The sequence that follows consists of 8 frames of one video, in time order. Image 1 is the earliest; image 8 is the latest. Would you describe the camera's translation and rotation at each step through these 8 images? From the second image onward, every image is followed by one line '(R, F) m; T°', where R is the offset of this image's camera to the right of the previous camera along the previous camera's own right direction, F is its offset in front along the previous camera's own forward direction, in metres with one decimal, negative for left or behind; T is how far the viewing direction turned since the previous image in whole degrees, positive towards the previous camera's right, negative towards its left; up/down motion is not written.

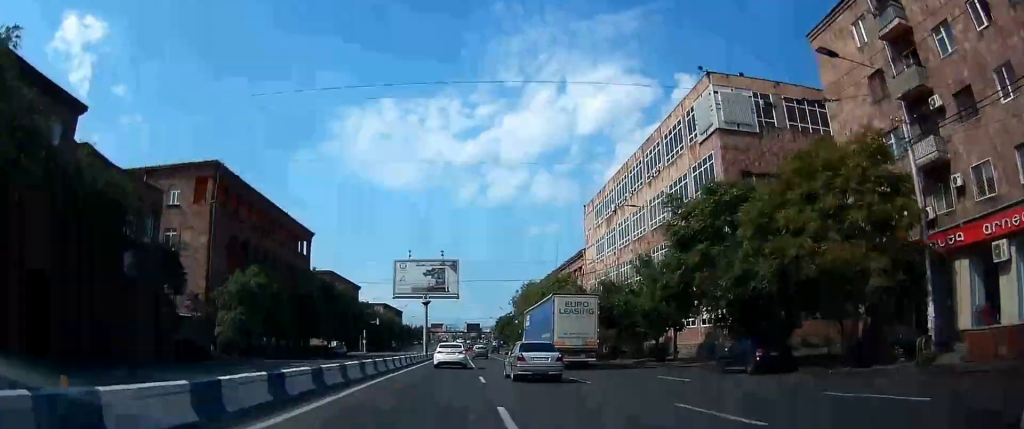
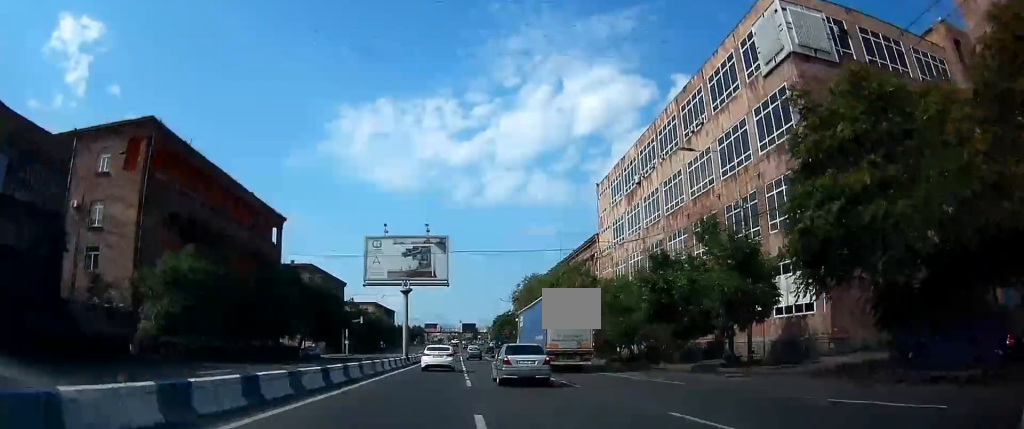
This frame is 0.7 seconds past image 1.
(+0.2, +12.4) m; +2°
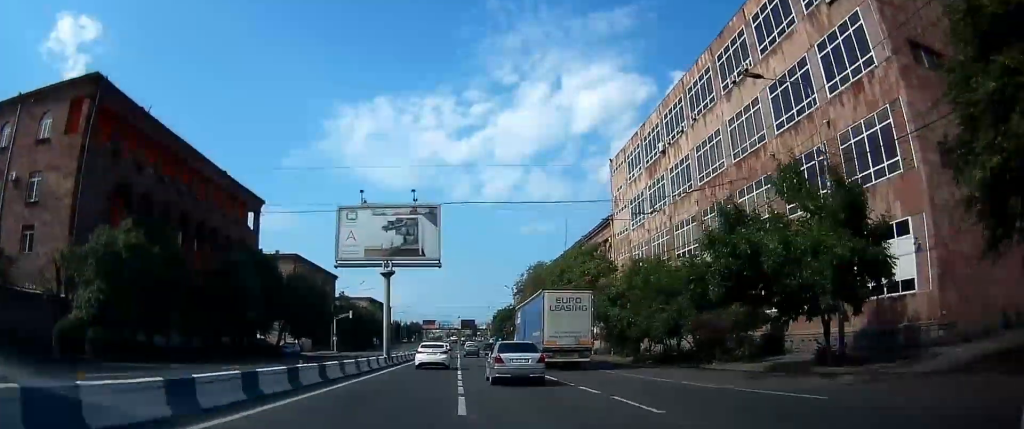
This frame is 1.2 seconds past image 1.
(+0.1, +8.6) m; +1°
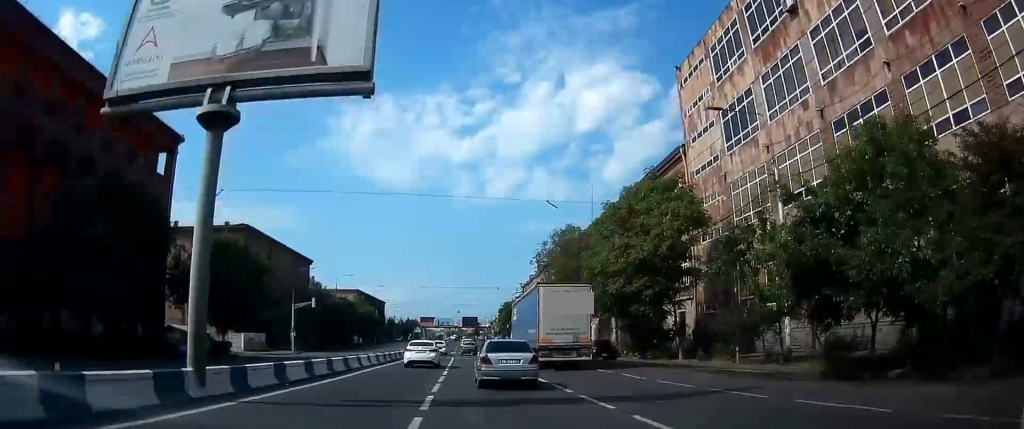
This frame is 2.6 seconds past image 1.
(-0.2, +26.6) m; -1°
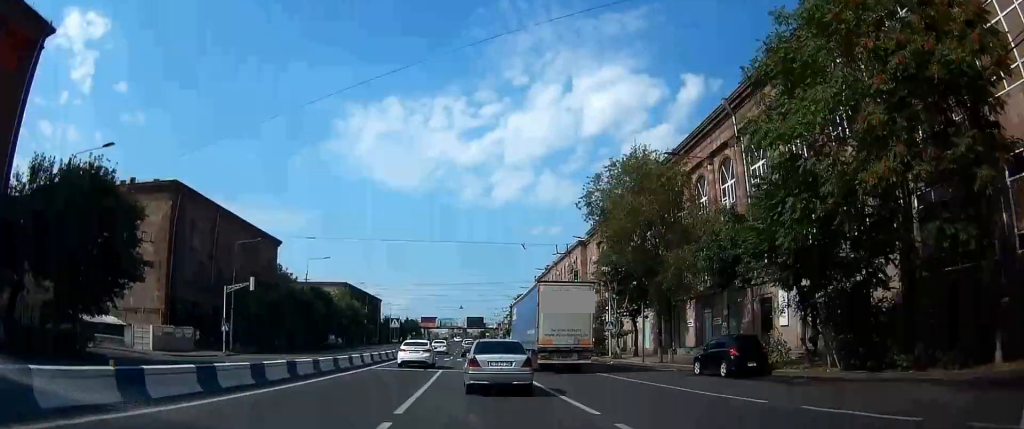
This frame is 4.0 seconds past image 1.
(+0.2, +23.5) m; +1°
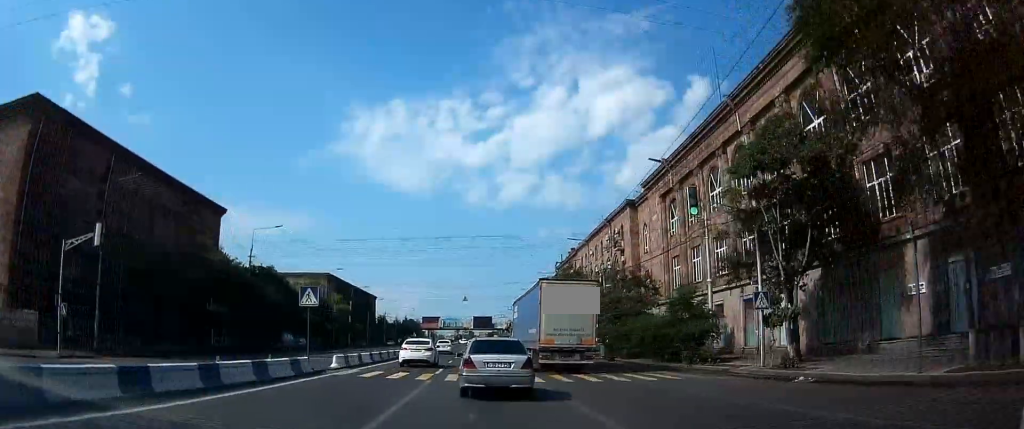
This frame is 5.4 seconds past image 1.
(-0.6, +22.5) m; -3°
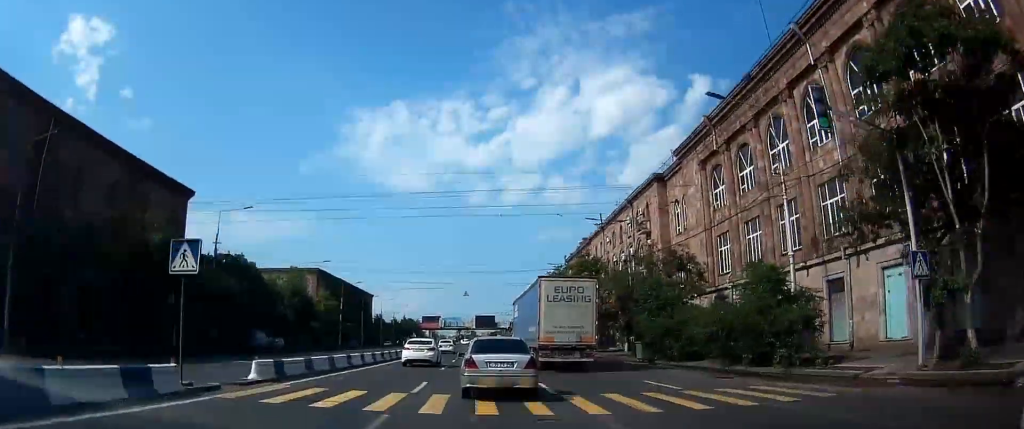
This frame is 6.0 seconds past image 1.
(-0.3, +9.5) m; 0°
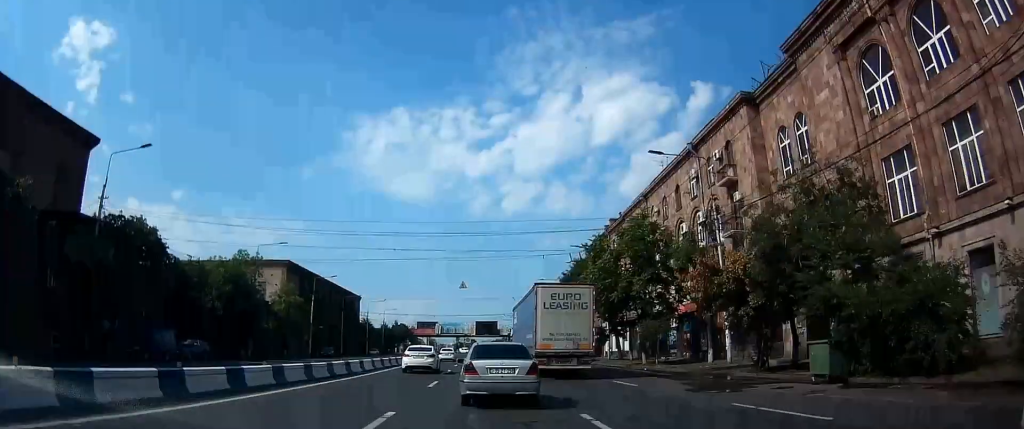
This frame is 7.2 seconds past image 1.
(+0.4, +19.7) m; +1°
